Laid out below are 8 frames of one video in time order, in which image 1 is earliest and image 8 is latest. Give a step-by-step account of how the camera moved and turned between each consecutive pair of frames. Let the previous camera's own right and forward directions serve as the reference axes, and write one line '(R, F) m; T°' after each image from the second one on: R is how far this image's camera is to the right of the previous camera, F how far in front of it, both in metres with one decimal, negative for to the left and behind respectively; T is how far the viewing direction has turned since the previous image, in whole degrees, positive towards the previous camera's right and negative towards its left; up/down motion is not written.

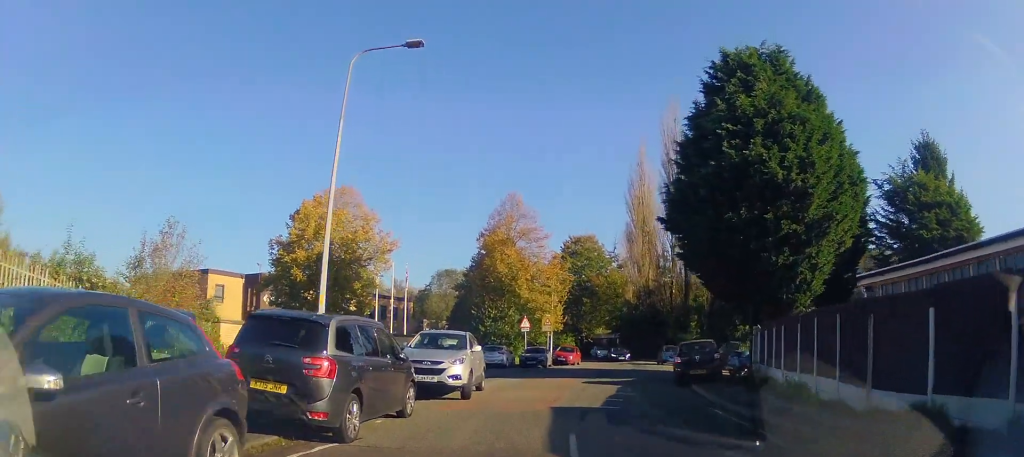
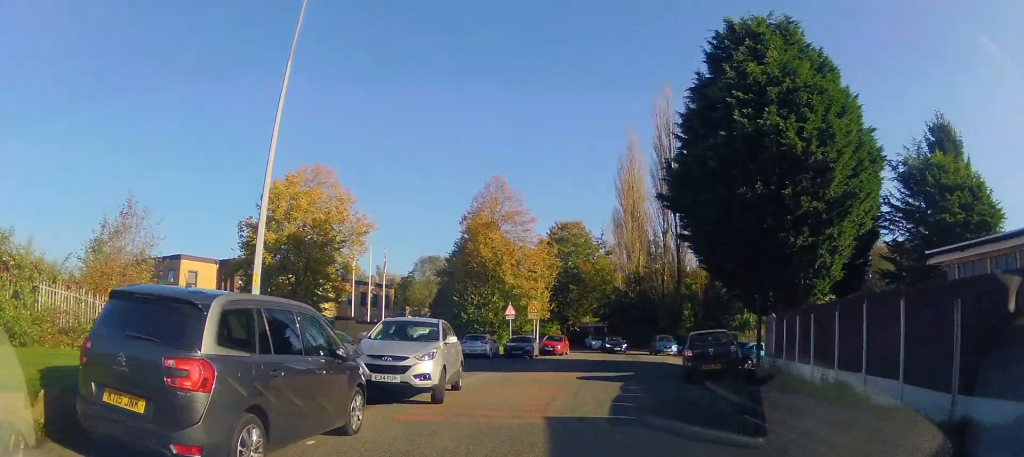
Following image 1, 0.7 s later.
(+0.2, +2.9) m; +4°
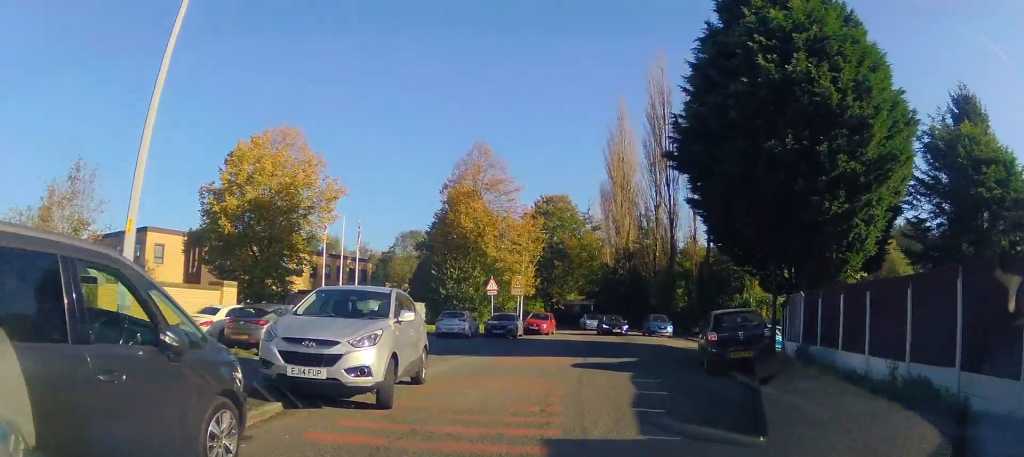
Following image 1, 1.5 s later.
(0.0, +3.0) m; 0°
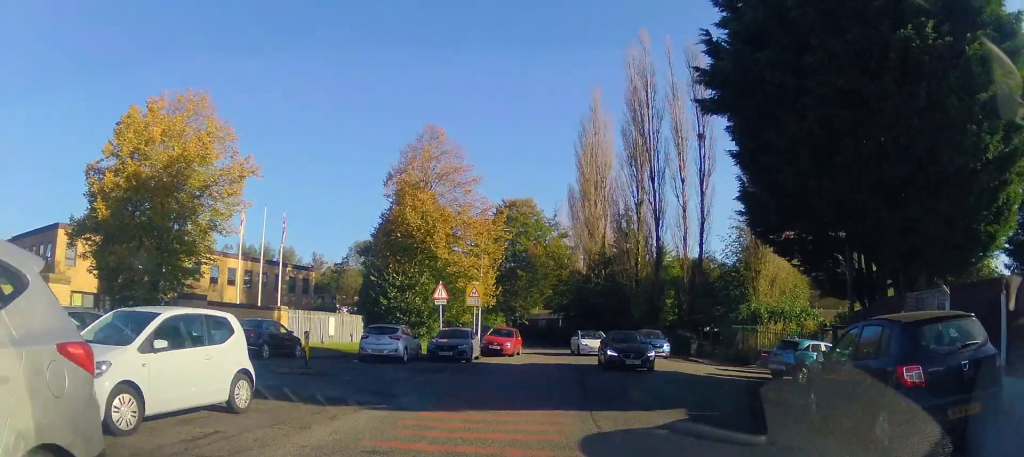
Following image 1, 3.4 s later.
(+0.4, +7.1) m; +6°
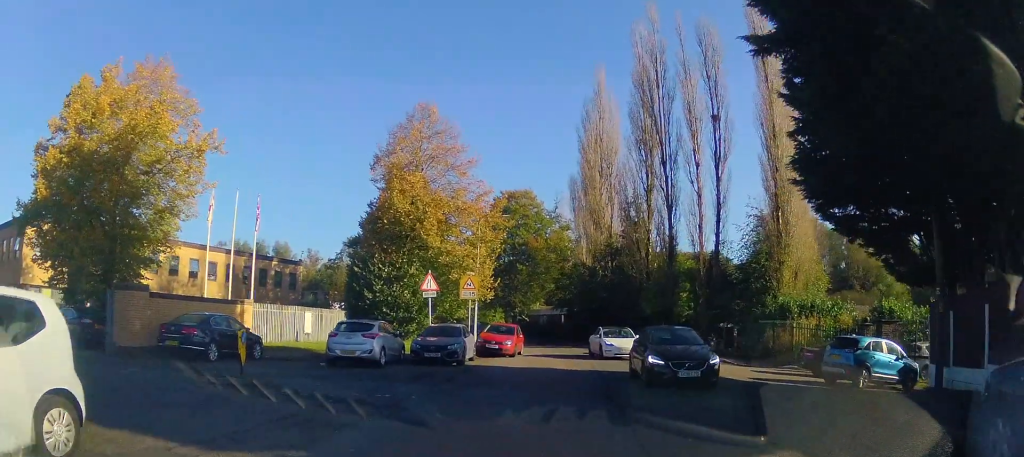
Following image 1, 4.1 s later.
(0.0, +3.6) m; 0°
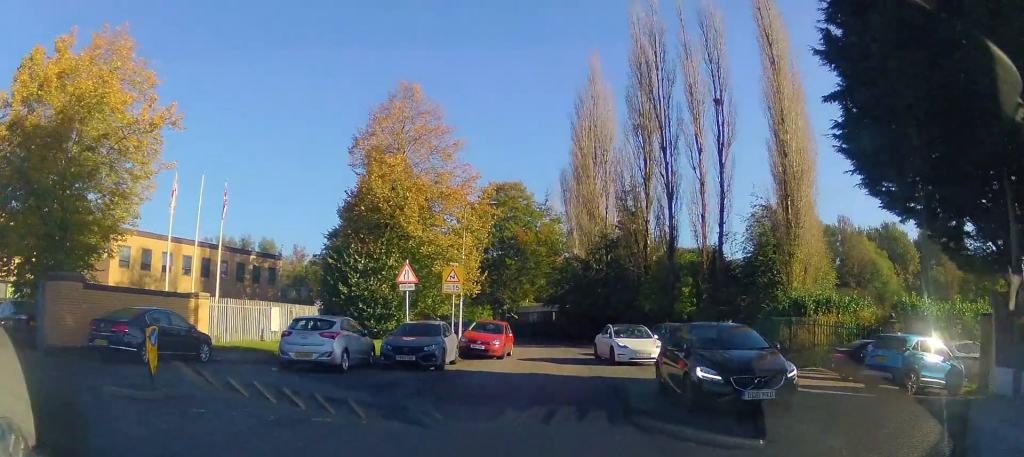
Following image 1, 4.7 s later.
(0.0, +2.7) m; 0°
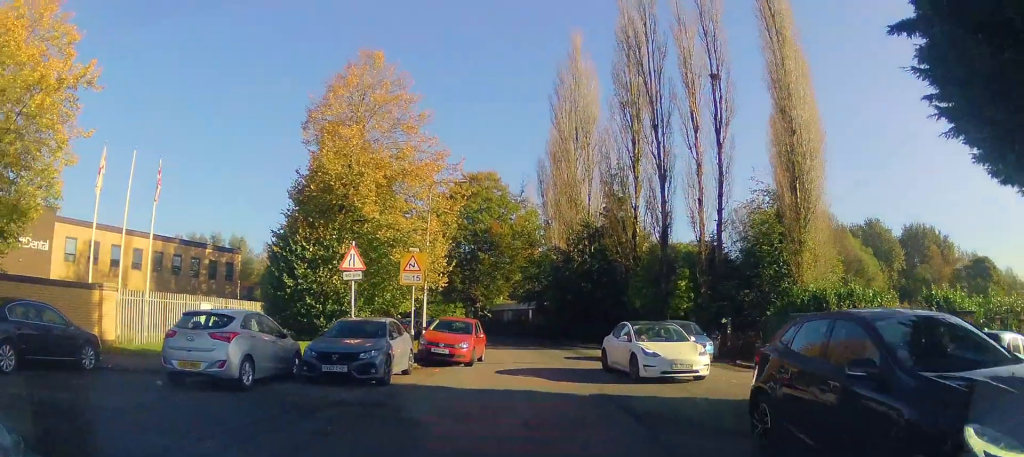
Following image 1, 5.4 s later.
(0.0, +4.2) m; +2°
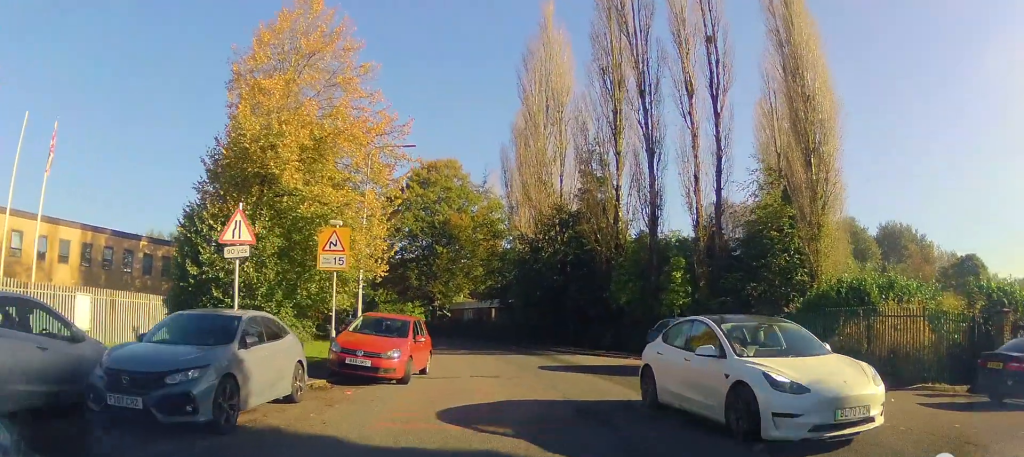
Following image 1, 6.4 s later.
(+0.2, +5.6) m; +2°
